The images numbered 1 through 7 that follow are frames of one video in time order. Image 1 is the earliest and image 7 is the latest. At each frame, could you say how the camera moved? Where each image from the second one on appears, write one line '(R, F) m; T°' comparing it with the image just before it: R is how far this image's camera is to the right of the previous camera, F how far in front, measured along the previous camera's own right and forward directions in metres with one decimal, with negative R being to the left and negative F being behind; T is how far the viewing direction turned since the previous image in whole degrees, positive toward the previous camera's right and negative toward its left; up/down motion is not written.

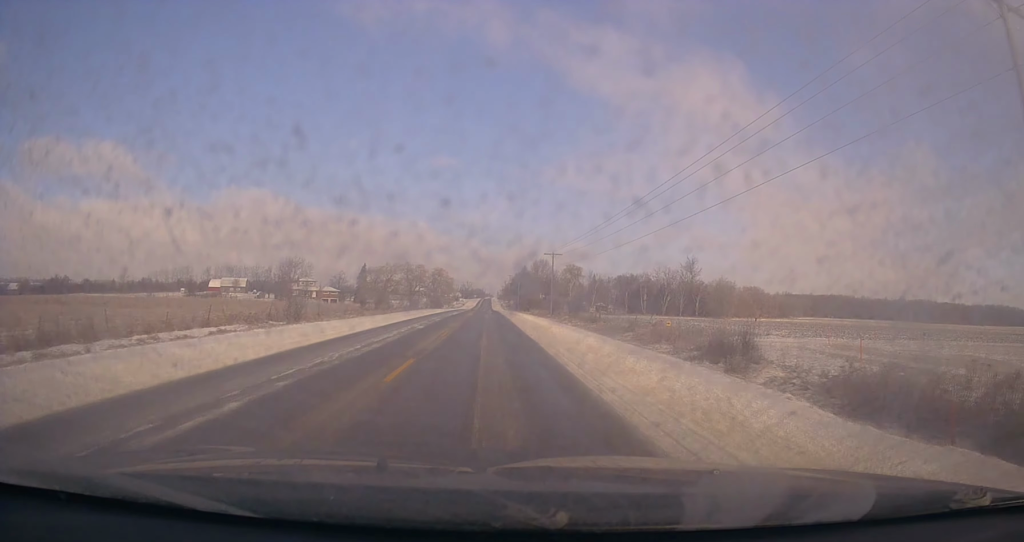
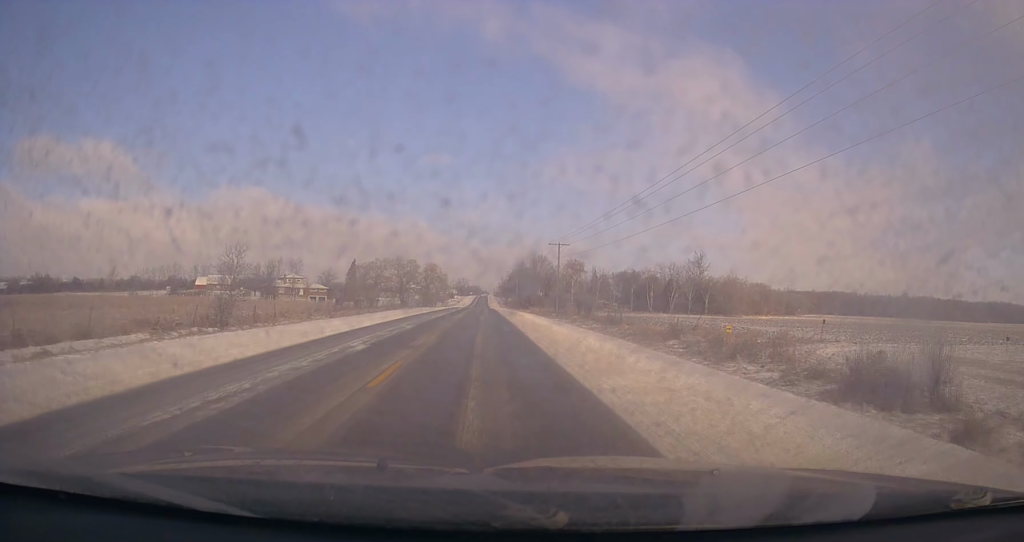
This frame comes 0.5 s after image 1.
(0.0, +11.1) m; 0°
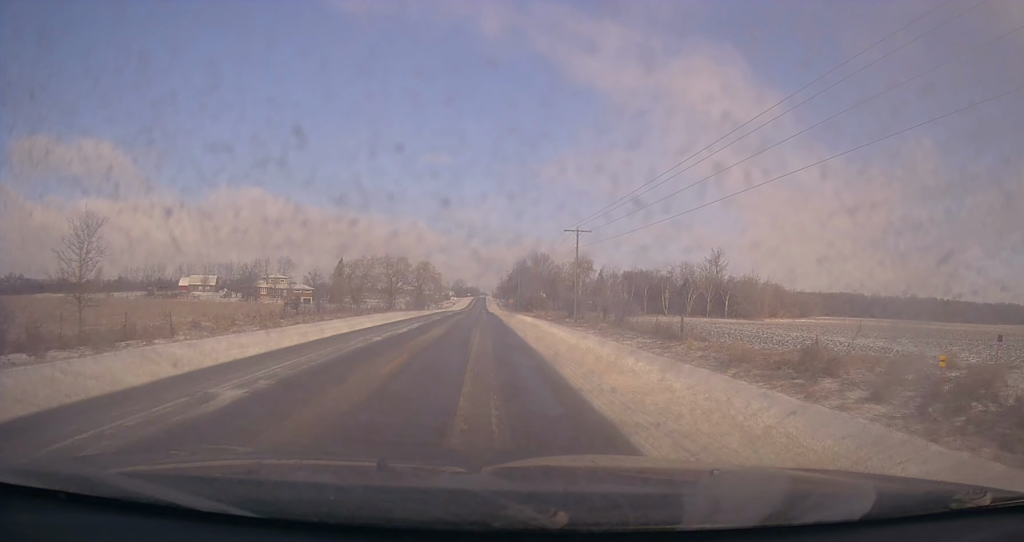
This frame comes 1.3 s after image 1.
(-0.3, +16.5) m; -1°
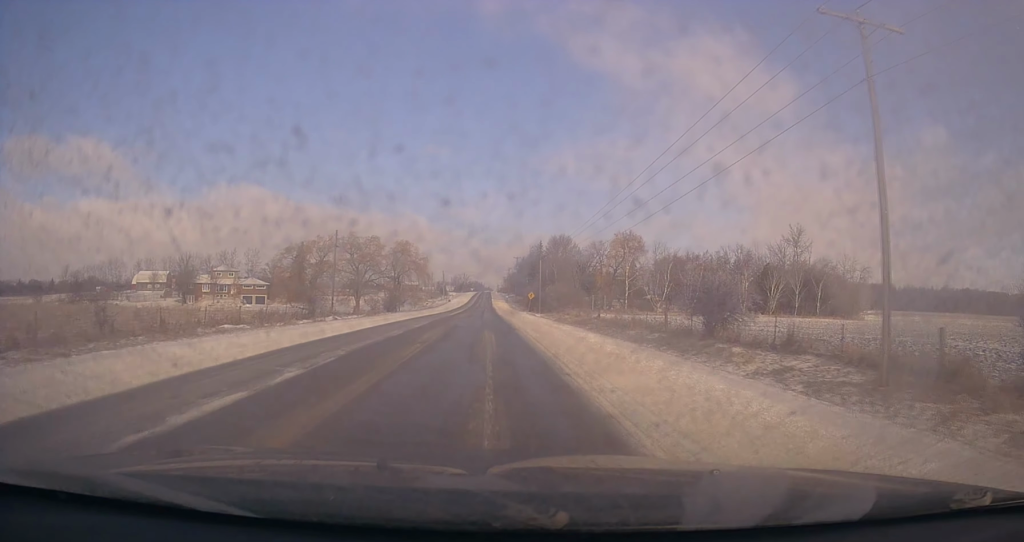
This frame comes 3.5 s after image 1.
(+0.3, +45.3) m; 0°
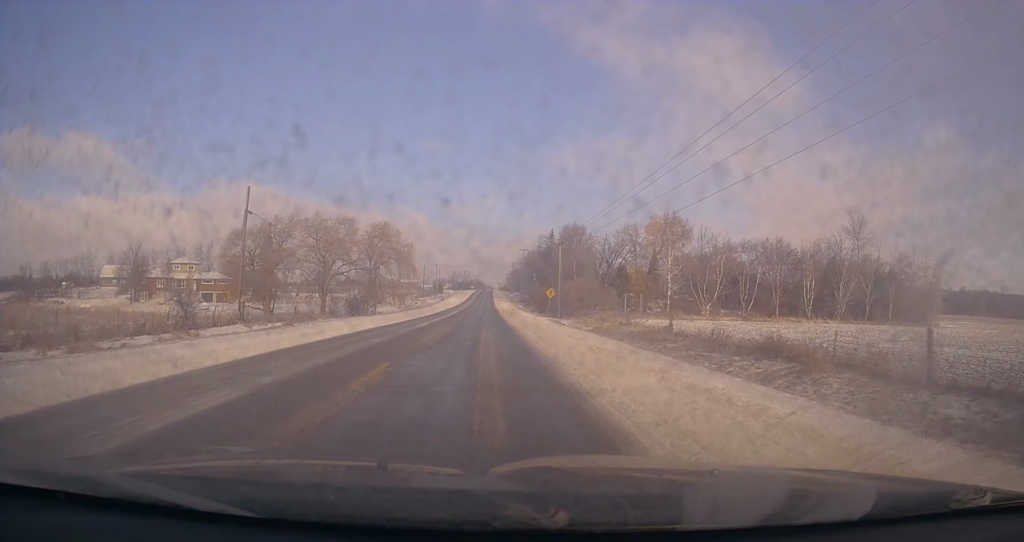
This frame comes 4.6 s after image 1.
(-0.1, +23.1) m; 0°
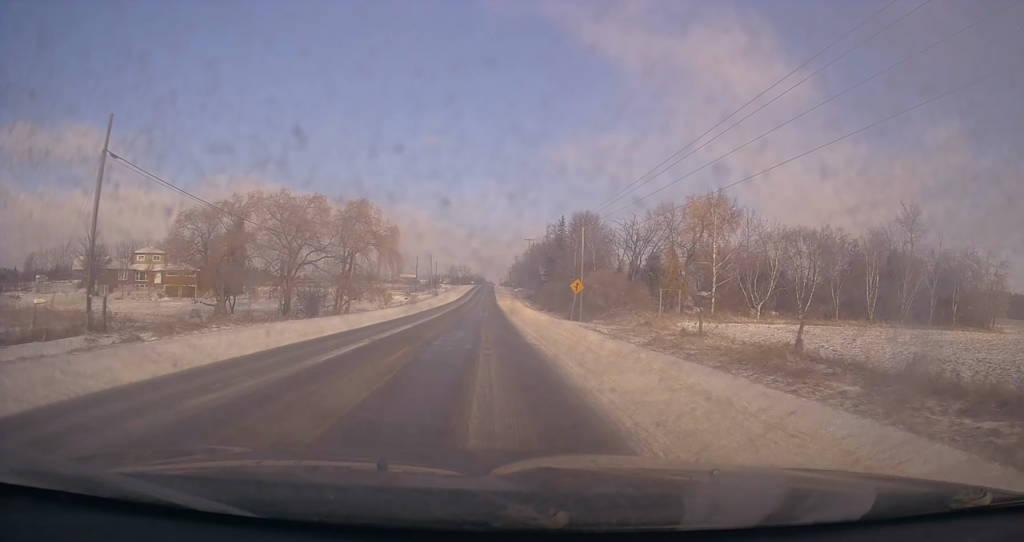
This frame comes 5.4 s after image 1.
(0.0, +15.9) m; +1°
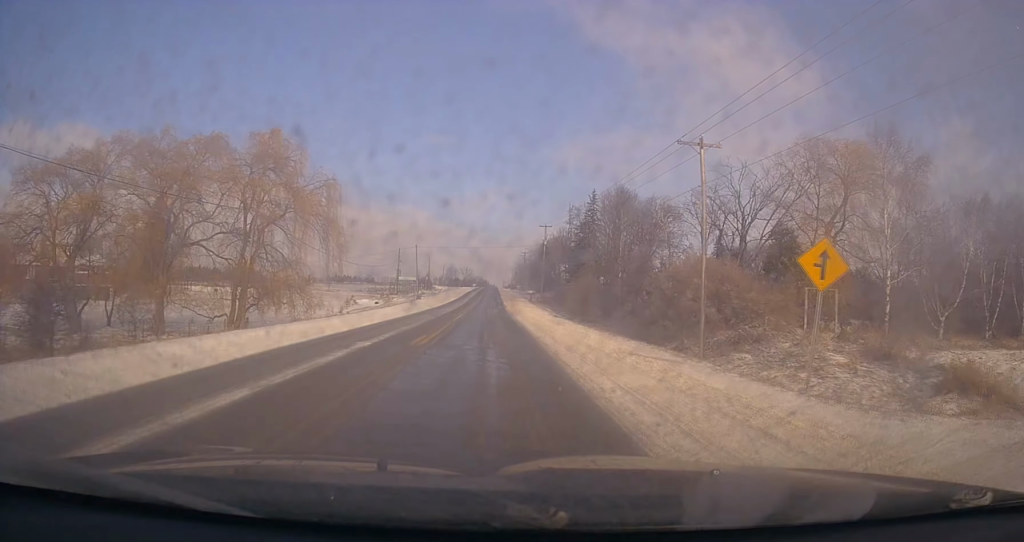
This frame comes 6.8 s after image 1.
(0.0, +29.4) m; -1°
